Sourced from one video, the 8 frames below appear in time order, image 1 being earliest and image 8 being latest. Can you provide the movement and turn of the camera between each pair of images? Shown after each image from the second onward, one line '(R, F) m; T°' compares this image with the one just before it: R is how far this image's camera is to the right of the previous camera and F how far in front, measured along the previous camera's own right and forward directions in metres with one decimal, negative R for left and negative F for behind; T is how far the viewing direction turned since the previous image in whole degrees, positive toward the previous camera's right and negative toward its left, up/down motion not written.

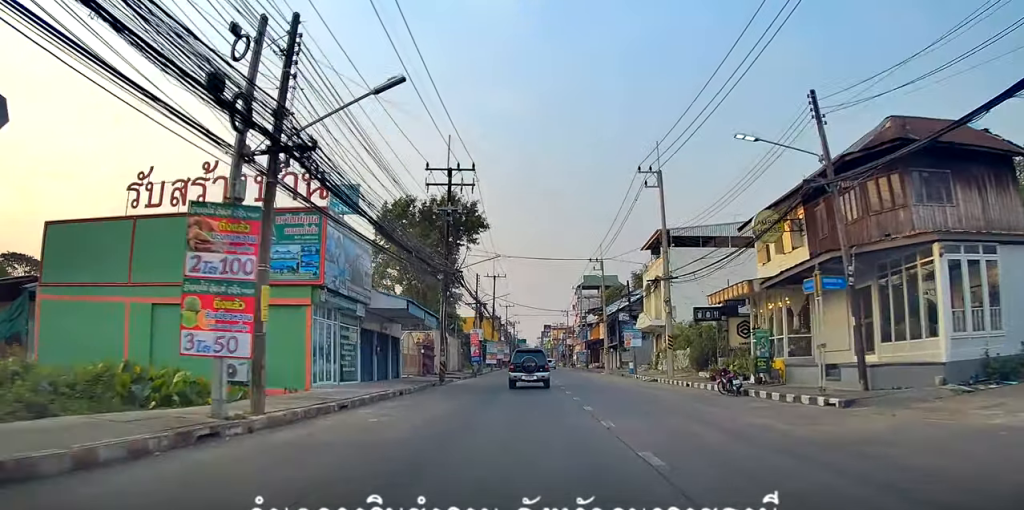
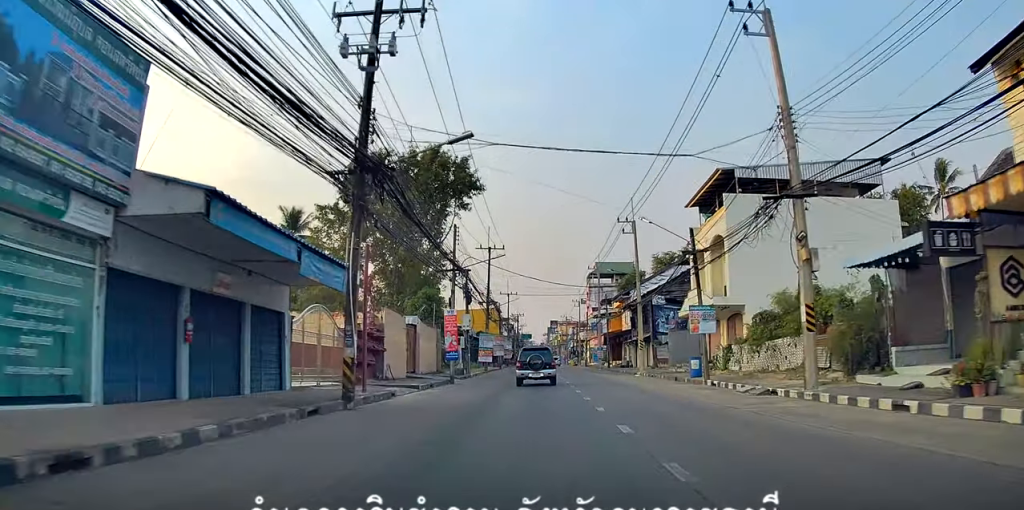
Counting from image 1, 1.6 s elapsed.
(0.0, +16.1) m; 0°
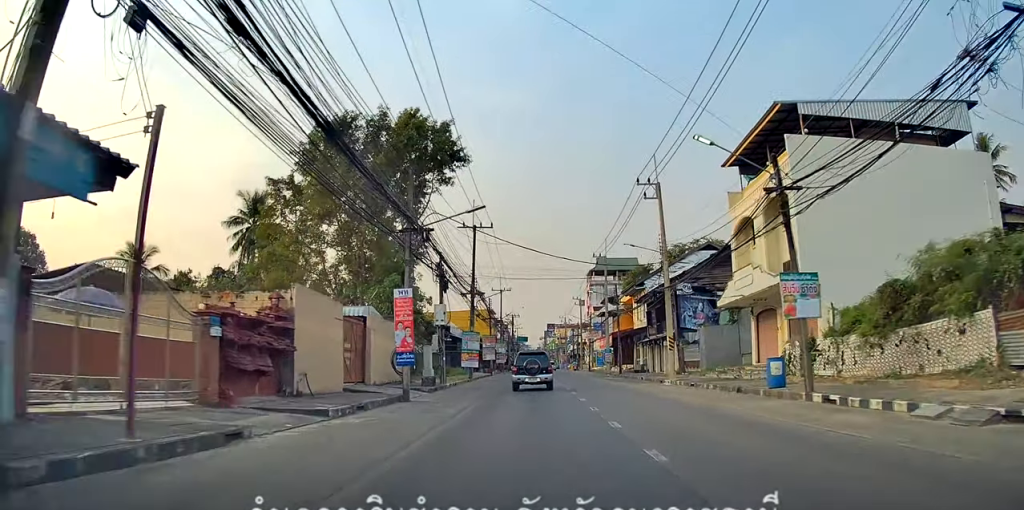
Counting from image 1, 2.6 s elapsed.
(+0.1, +10.4) m; +4°
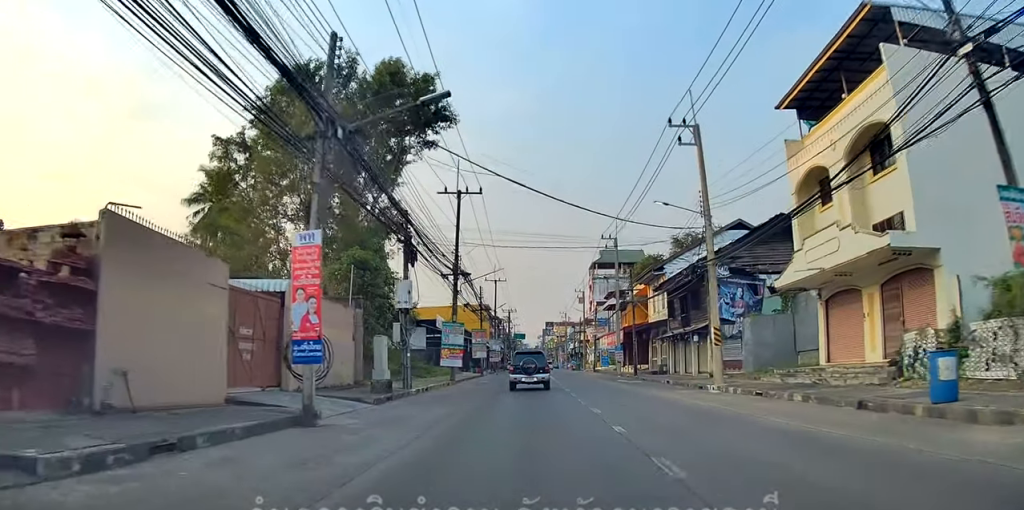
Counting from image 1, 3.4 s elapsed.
(+0.5, +9.0) m; 0°
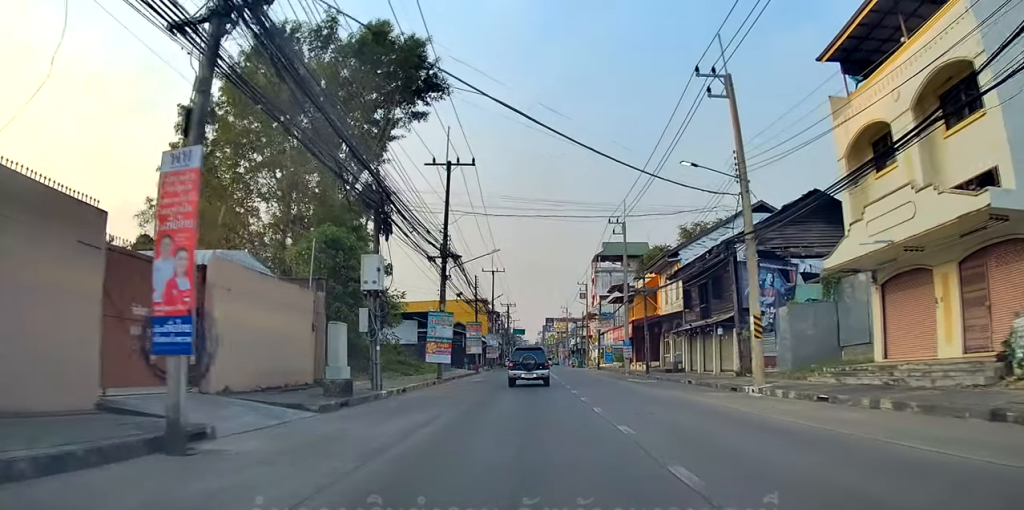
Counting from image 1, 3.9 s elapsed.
(0.0, +4.7) m; -1°
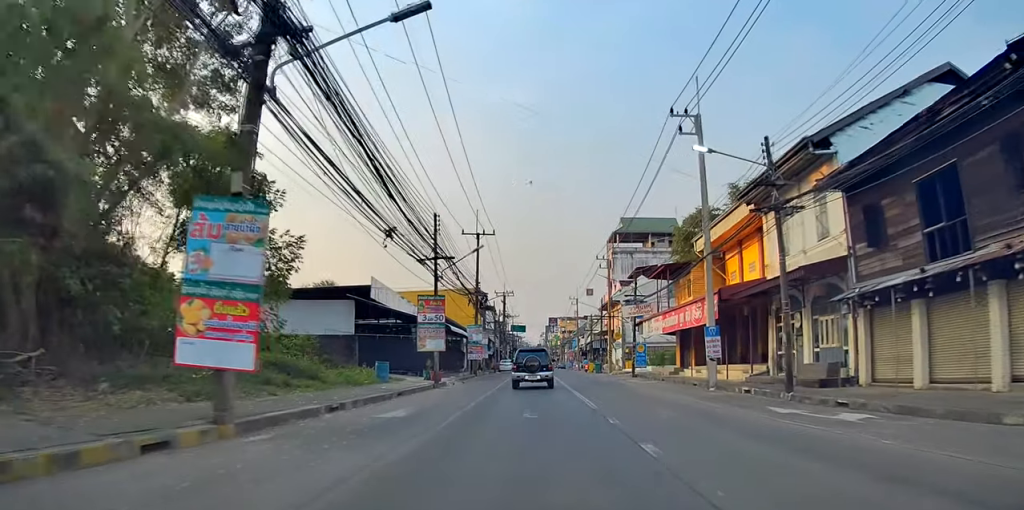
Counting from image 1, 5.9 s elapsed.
(-1.4, +22.1) m; -4°
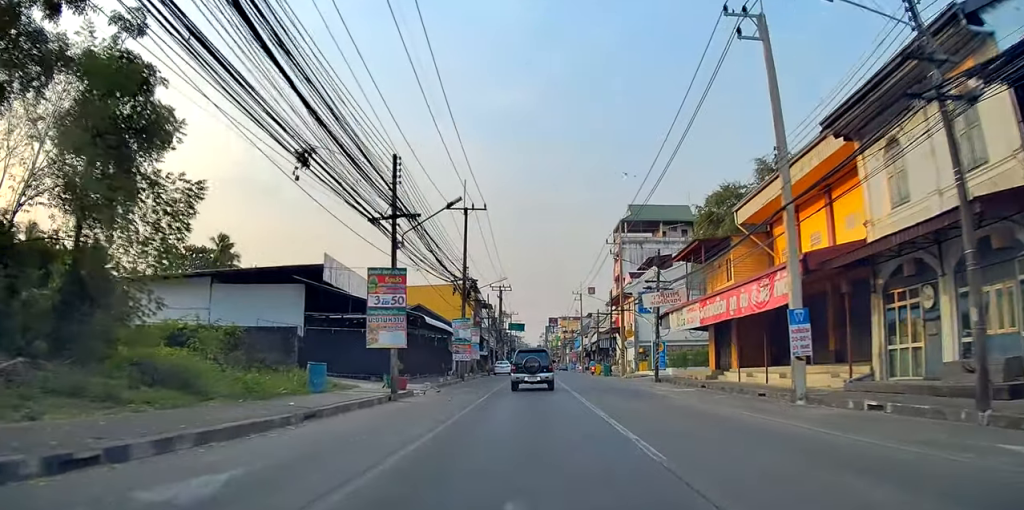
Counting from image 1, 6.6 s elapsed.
(0.0, +8.7) m; 0°
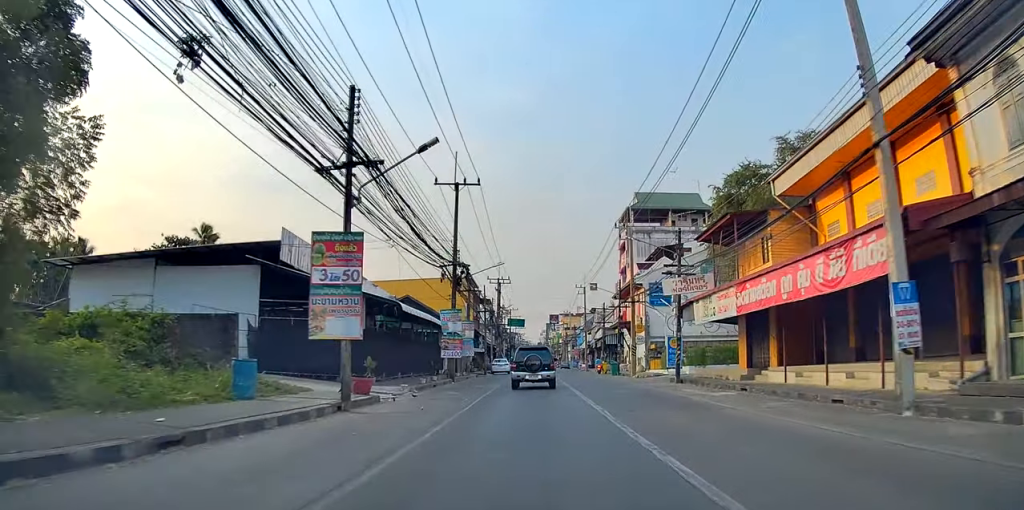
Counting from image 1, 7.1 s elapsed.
(0.0, +5.0) m; 0°
